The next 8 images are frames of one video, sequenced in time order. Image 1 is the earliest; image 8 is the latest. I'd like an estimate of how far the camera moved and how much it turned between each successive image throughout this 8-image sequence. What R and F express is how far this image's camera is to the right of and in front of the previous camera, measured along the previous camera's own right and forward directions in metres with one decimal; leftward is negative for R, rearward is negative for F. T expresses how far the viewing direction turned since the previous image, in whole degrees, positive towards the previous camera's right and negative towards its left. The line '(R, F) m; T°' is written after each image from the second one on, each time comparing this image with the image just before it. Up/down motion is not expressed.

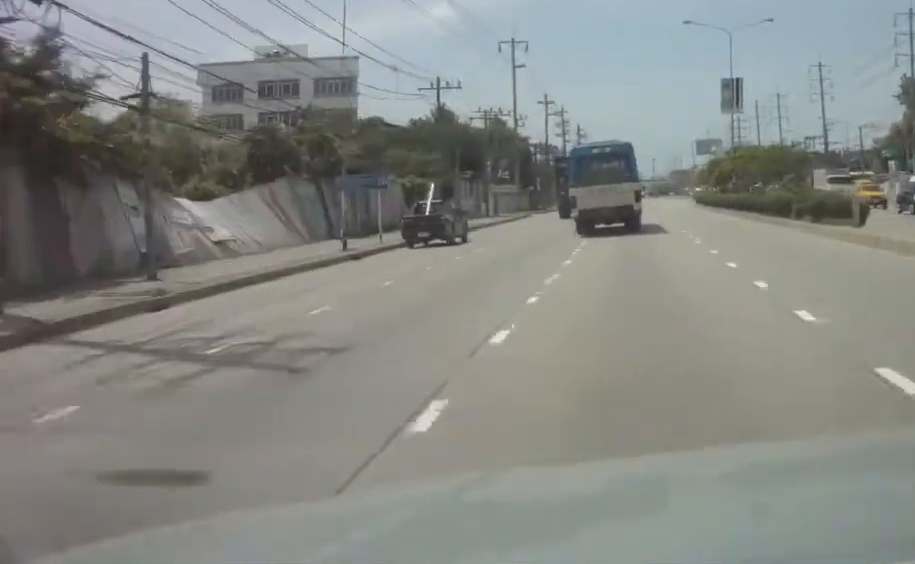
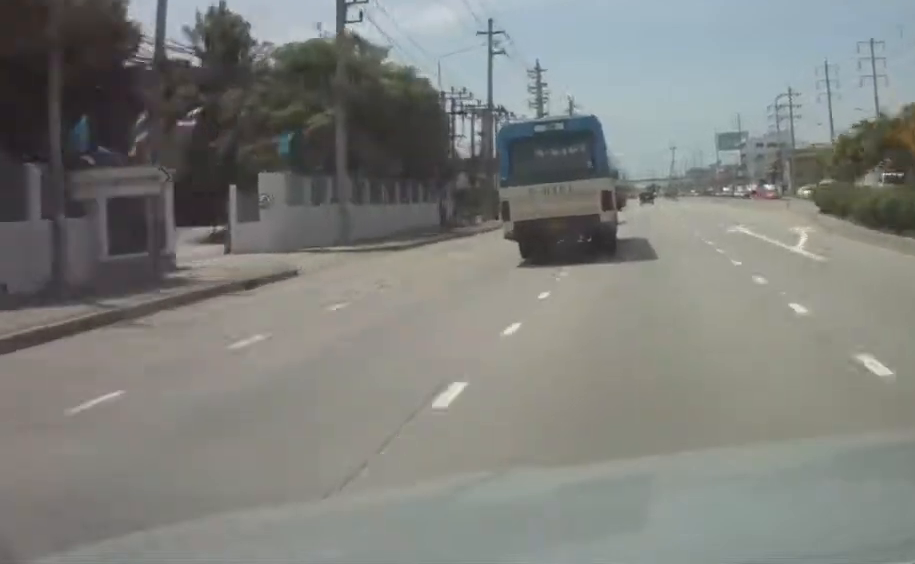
(-0.2, +63.8) m; 0°
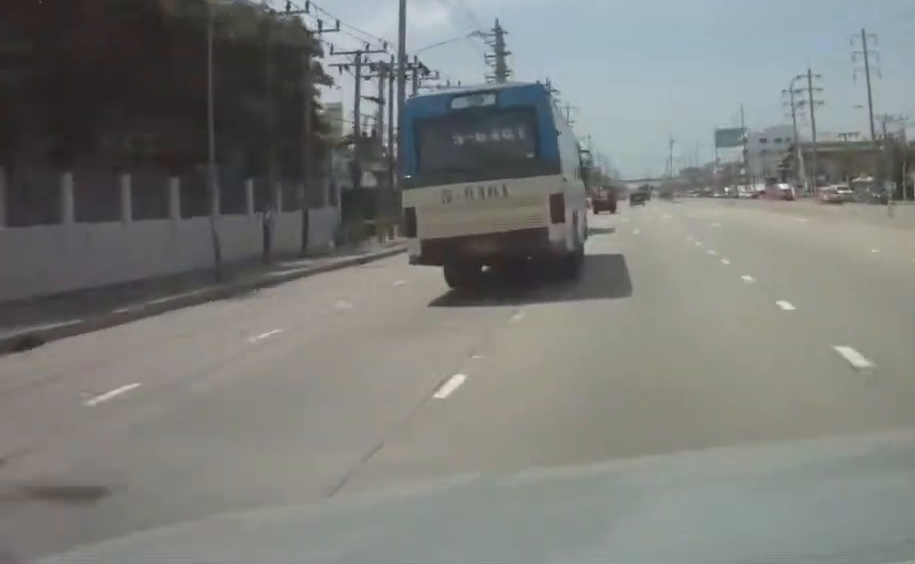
(+0.2, +28.5) m; 0°
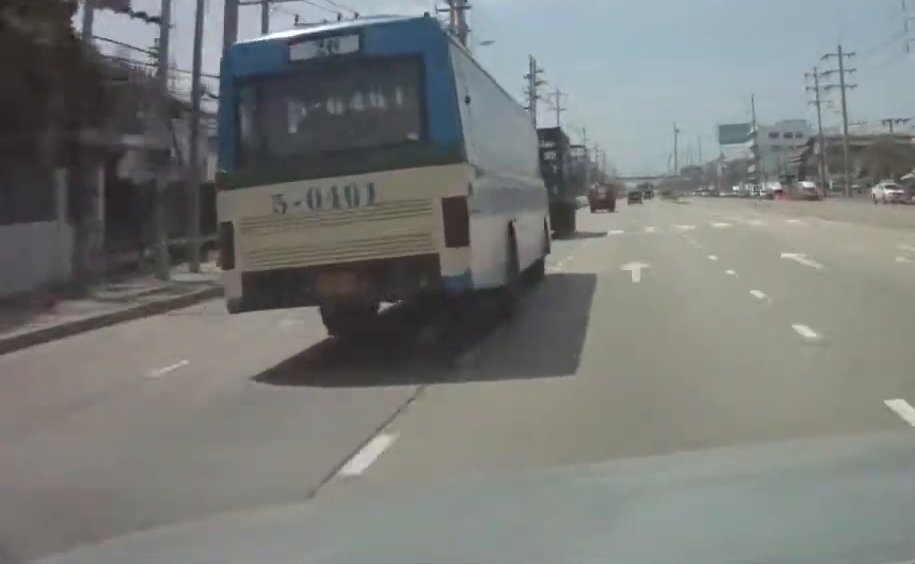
(+0.1, +22.4) m; 0°
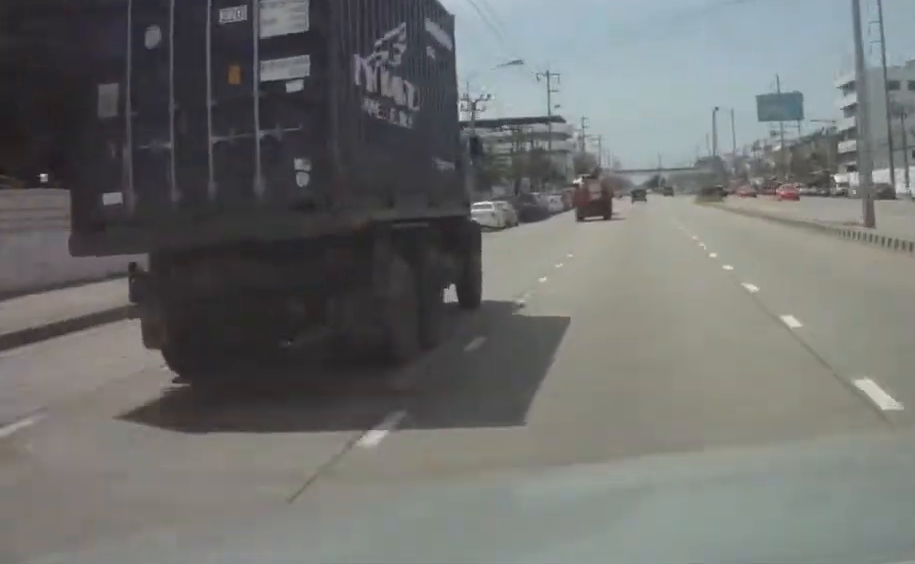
(-0.4, +110.6) m; 0°
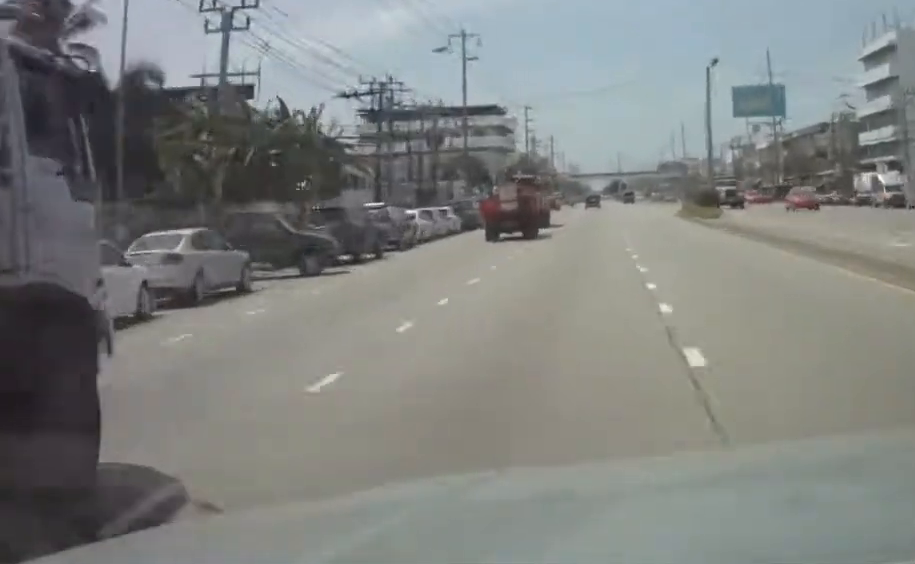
(+0.3, +37.7) m; +1°
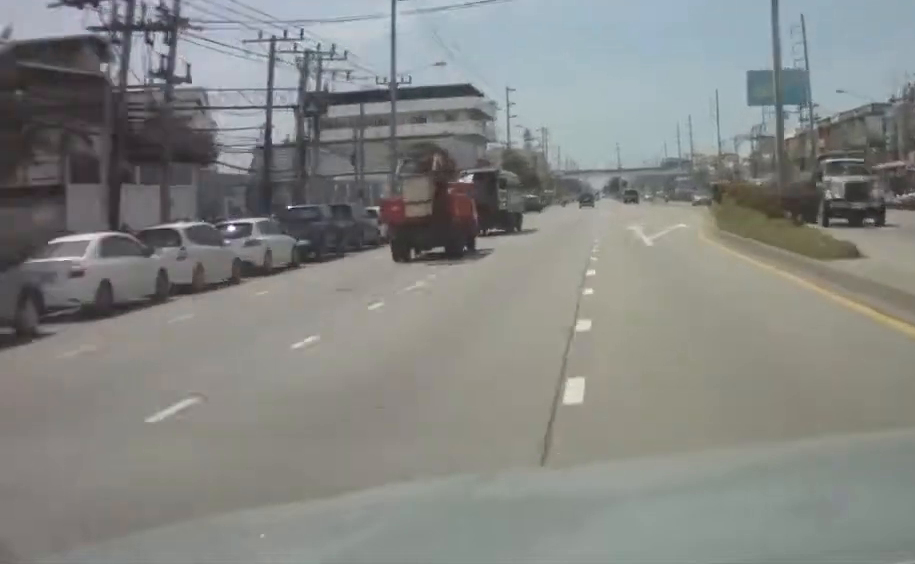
(+0.2, +29.1) m; +1°
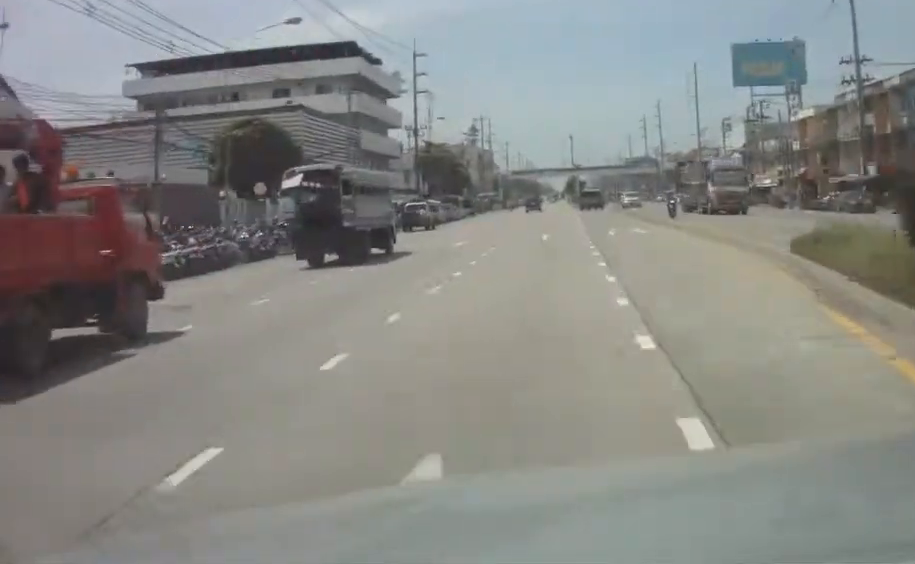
(+0.3, +39.2) m; 0°
